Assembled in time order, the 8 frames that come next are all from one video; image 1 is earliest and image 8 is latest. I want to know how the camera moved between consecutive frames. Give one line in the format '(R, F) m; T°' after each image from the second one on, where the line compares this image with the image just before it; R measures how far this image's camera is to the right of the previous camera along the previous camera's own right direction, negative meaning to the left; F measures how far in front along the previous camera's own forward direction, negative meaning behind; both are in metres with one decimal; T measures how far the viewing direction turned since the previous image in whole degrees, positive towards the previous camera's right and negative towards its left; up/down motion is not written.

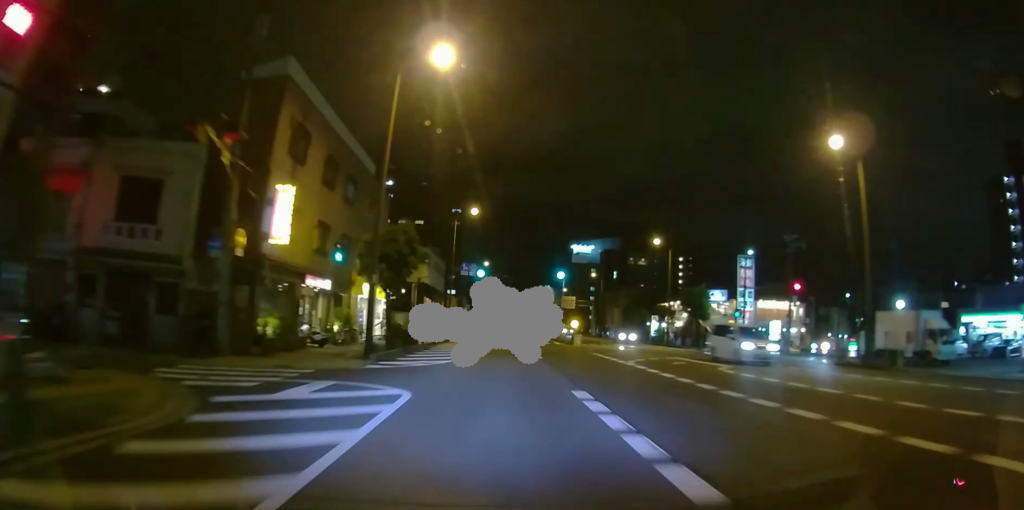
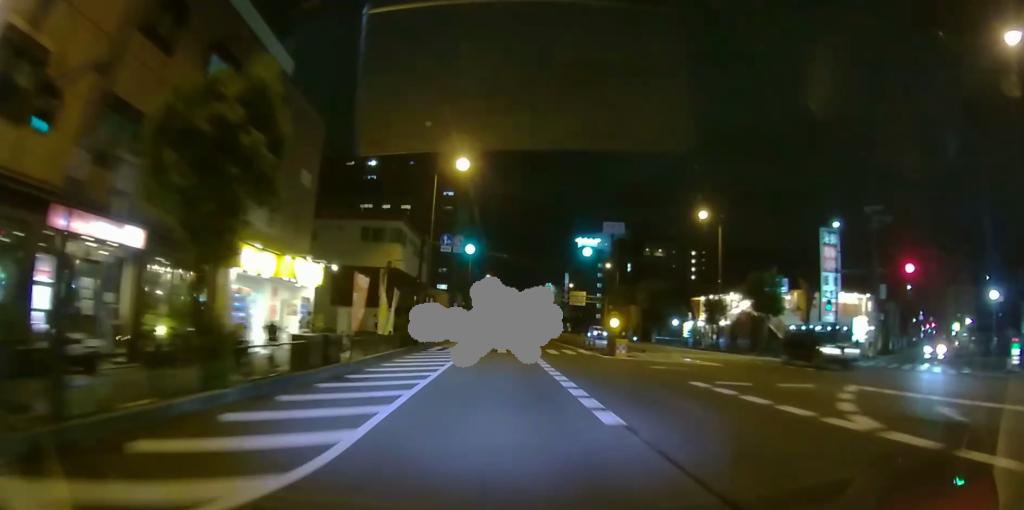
(+0.1, +14.5) m; 0°
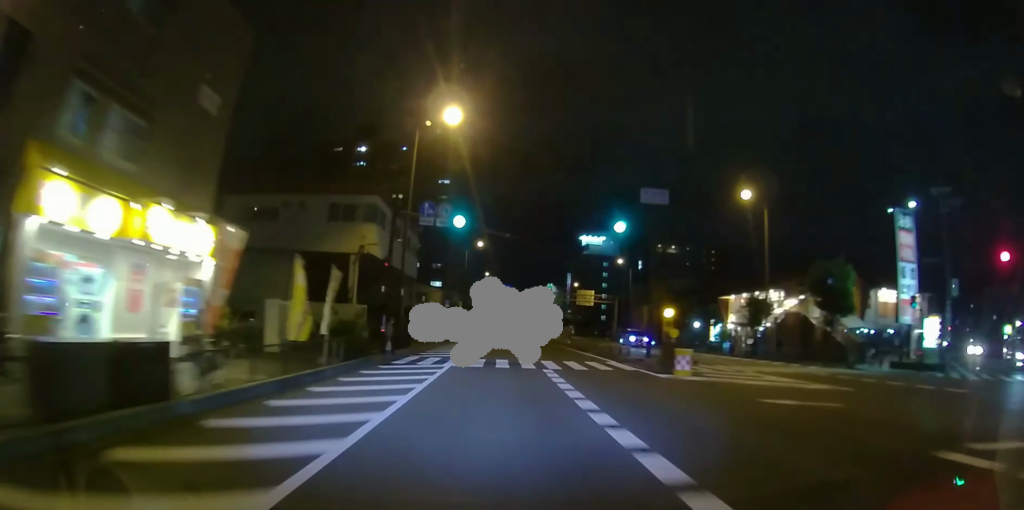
(0.0, +8.5) m; 0°
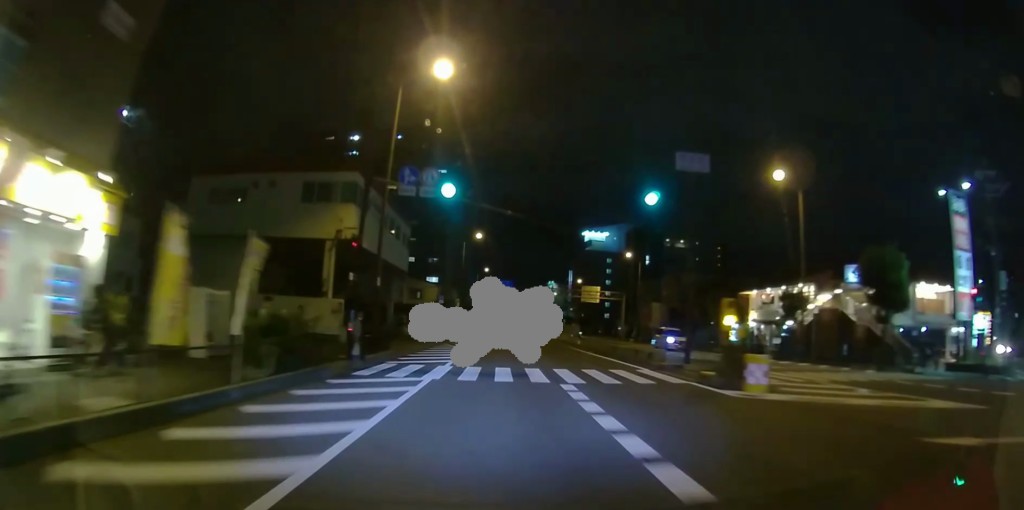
(0.0, +5.3) m; 0°
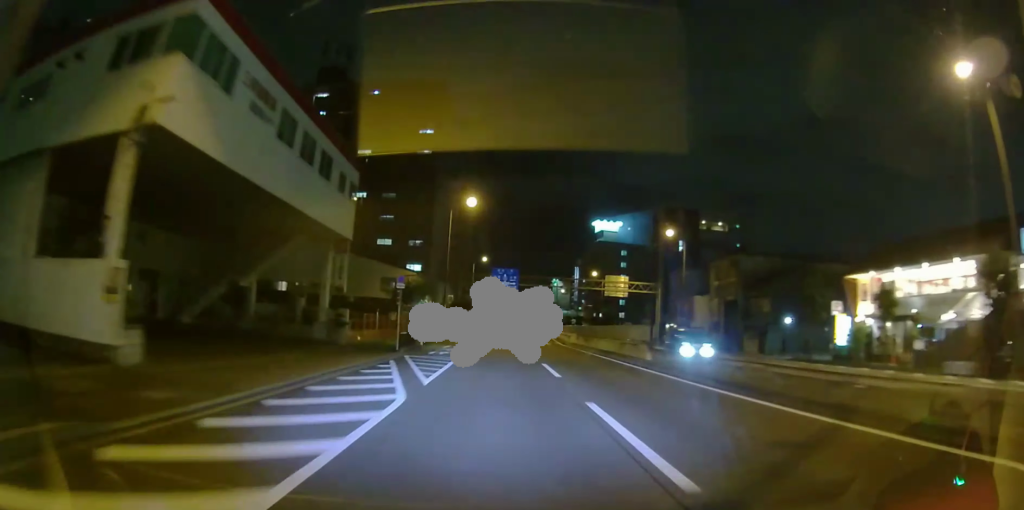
(+0.1, +17.2) m; 0°
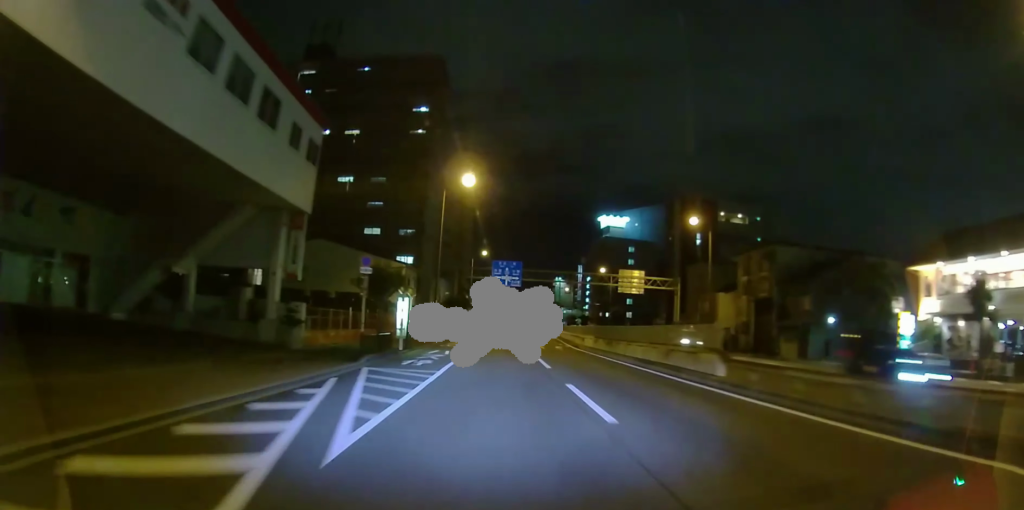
(0.0, +6.8) m; 0°
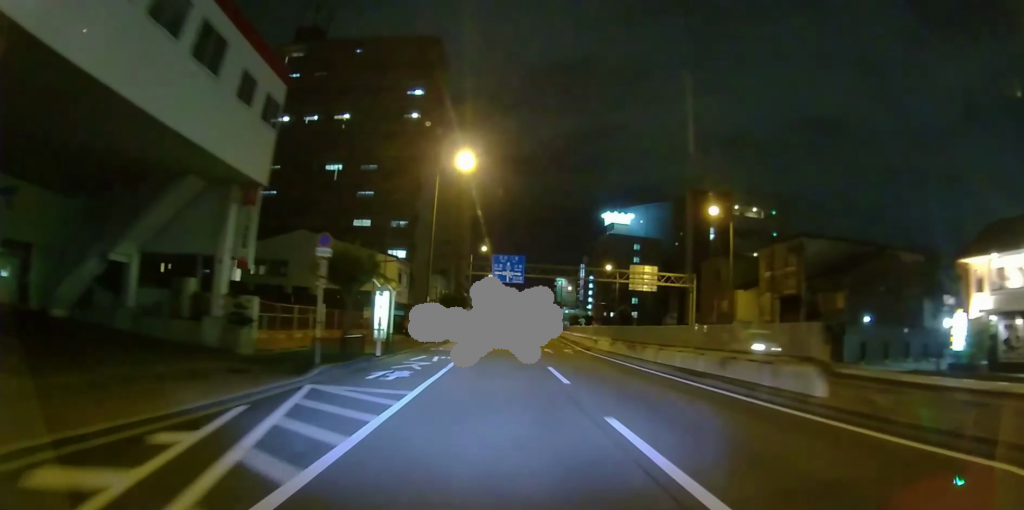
(0.0, +4.6) m; 0°
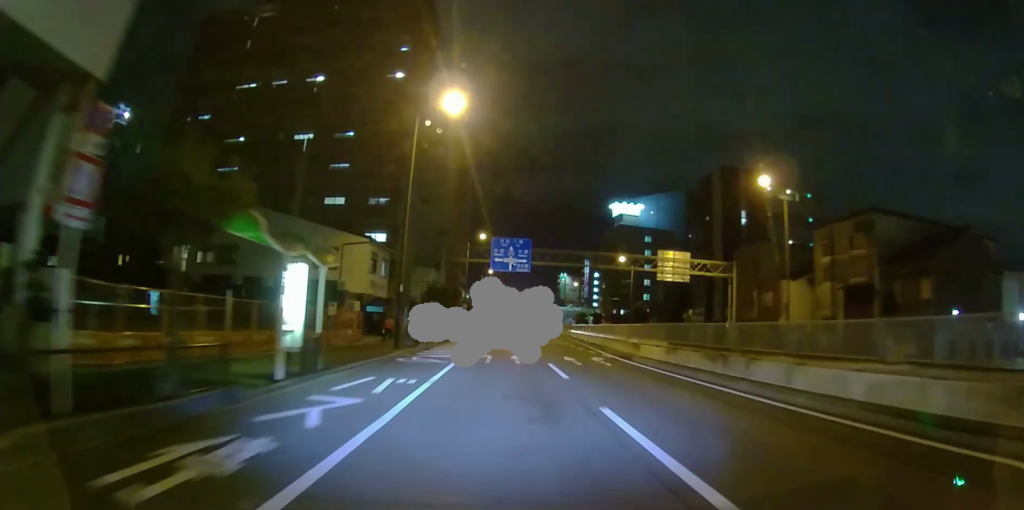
(0.0, +9.0) m; 0°
